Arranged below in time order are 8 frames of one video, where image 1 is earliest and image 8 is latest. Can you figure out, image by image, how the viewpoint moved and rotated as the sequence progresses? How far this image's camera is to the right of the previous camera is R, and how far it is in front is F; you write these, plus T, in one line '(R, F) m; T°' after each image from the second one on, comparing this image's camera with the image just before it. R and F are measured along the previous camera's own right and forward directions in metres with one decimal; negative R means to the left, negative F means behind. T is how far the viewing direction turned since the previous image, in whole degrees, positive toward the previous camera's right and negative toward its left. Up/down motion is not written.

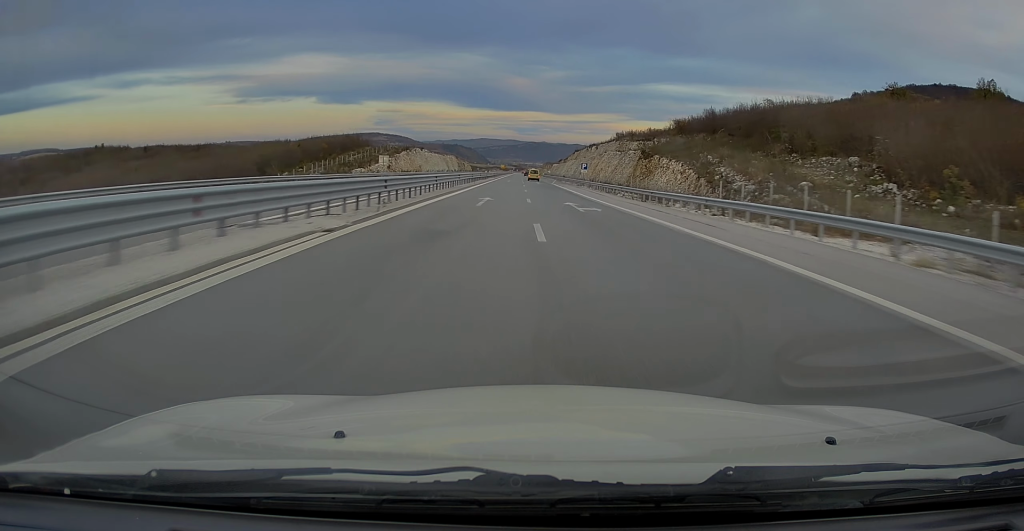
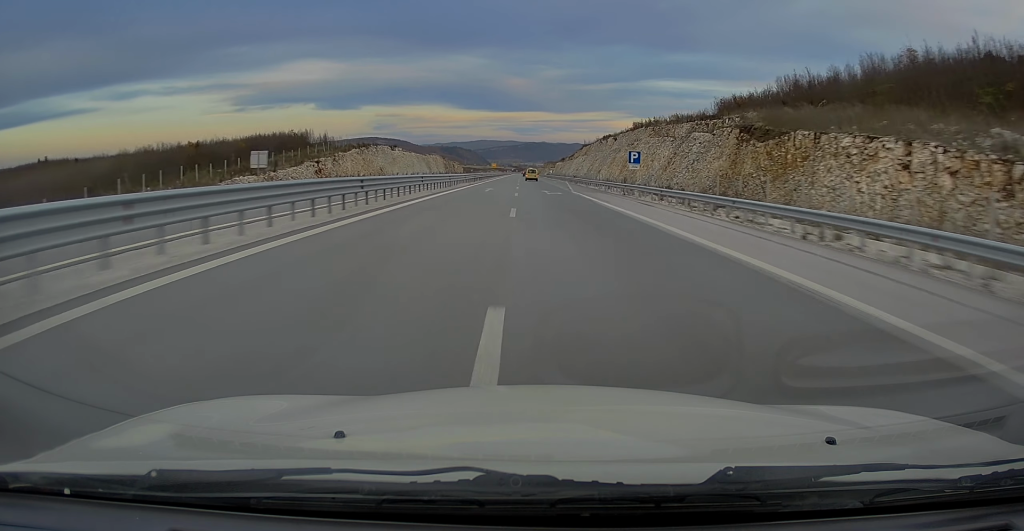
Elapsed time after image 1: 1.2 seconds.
(-0.4, +41.4) m; 0°
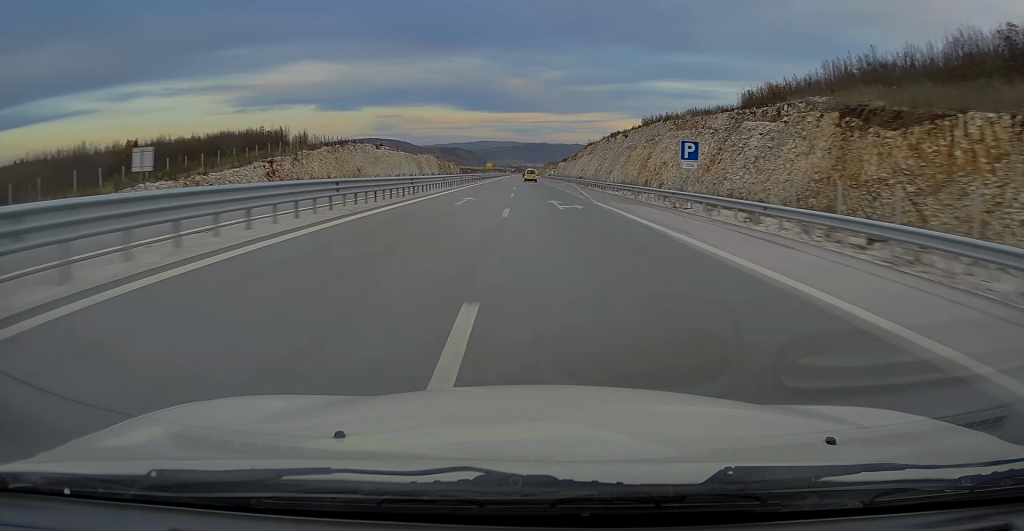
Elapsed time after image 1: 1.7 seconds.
(+0.2, +15.5) m; 0°
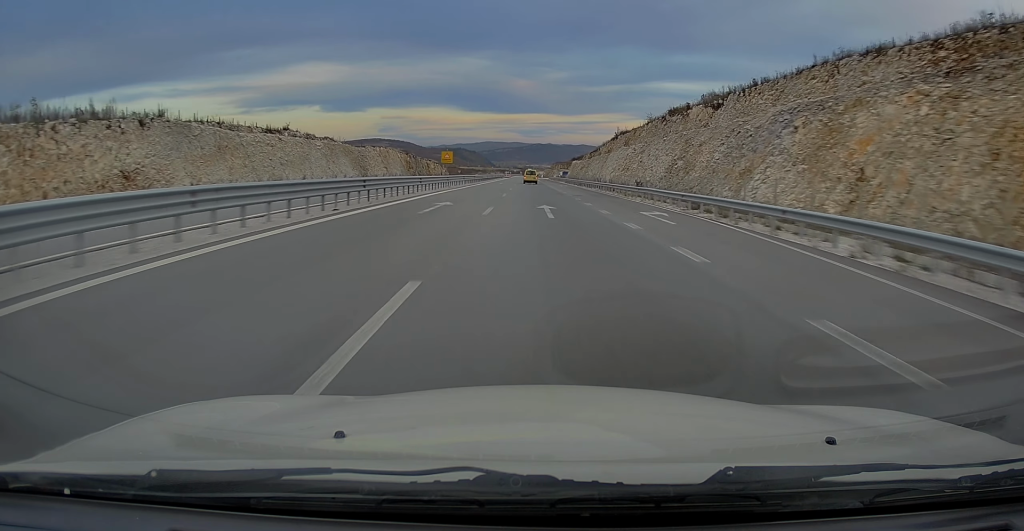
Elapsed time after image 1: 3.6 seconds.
(-0.4, +61.7) m; -1°
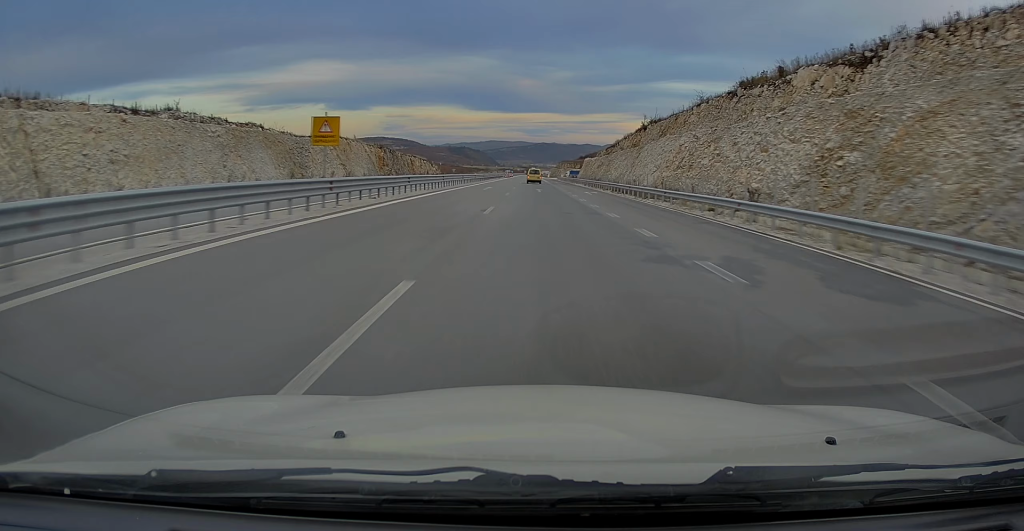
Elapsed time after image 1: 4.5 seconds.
(0.0, +31.5) m; 0°
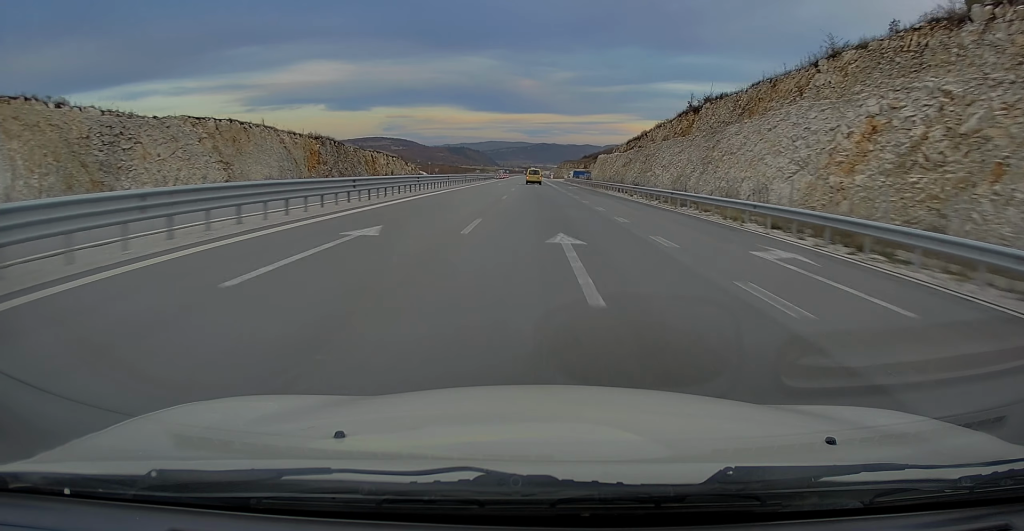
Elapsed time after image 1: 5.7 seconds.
(-0.1, +37.6) m; 0°
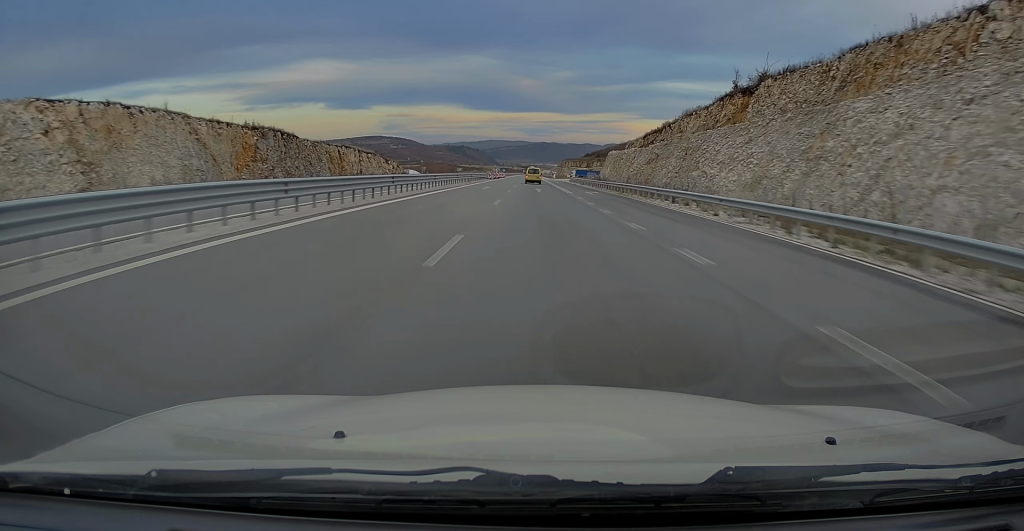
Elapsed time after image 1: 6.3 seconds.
(-0.1, +20.2) m; 0°
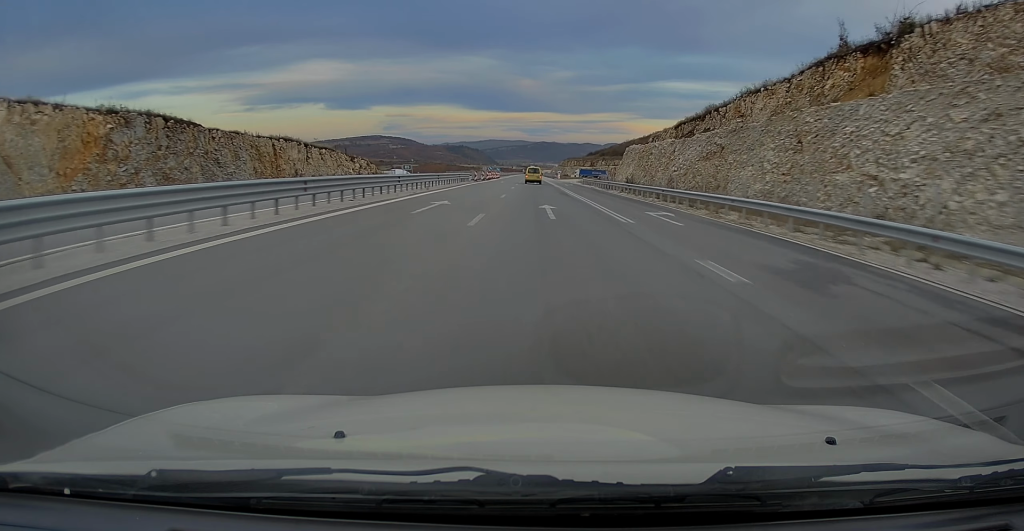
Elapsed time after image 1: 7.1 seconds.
(+0.4, +25.3) m; 0°
